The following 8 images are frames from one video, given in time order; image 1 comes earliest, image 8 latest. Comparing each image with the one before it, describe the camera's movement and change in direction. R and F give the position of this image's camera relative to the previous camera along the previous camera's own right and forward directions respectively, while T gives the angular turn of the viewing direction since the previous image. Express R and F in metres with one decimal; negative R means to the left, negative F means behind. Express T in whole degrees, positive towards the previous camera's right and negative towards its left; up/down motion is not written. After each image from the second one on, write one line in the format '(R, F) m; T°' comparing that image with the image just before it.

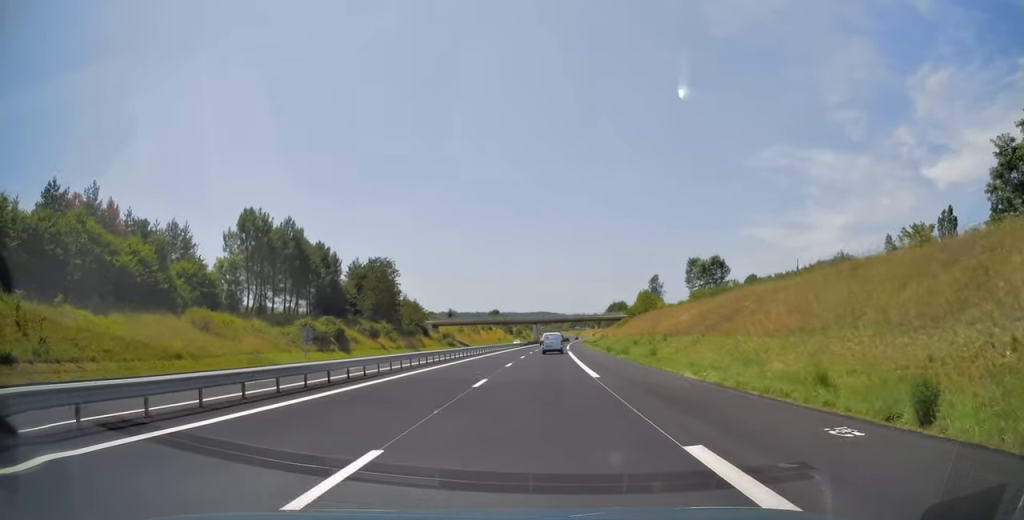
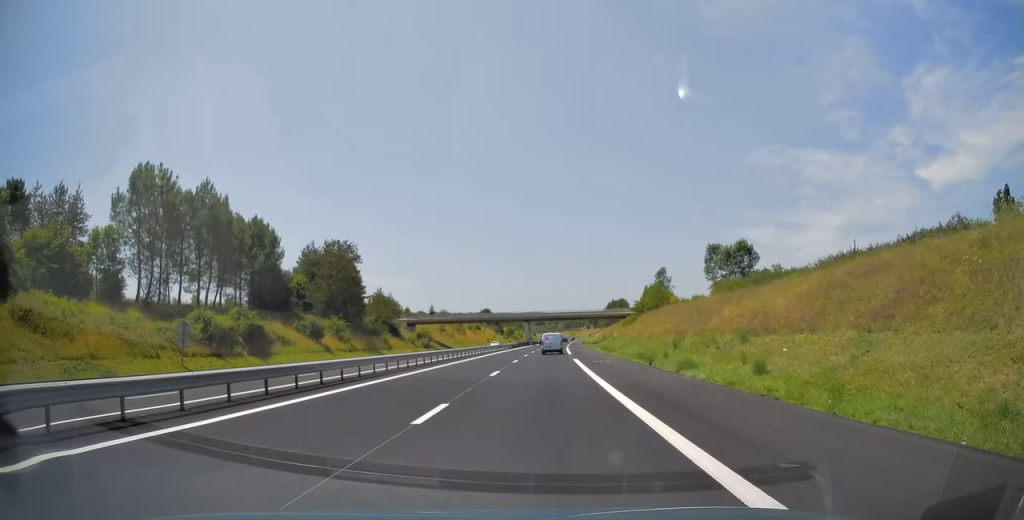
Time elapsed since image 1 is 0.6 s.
(+0.1, +20.6) m; 0°
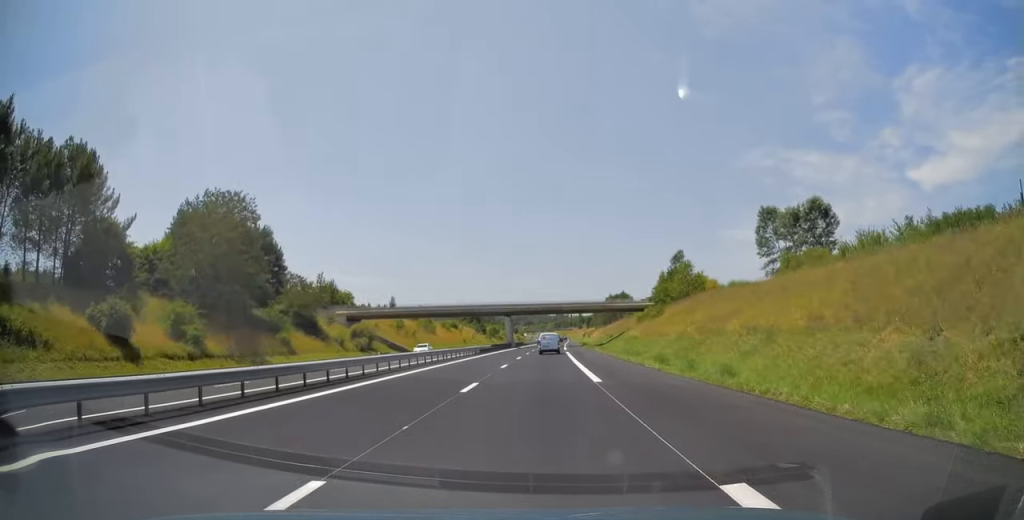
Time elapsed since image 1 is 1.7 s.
(+0.2, +33.1) m; +1°
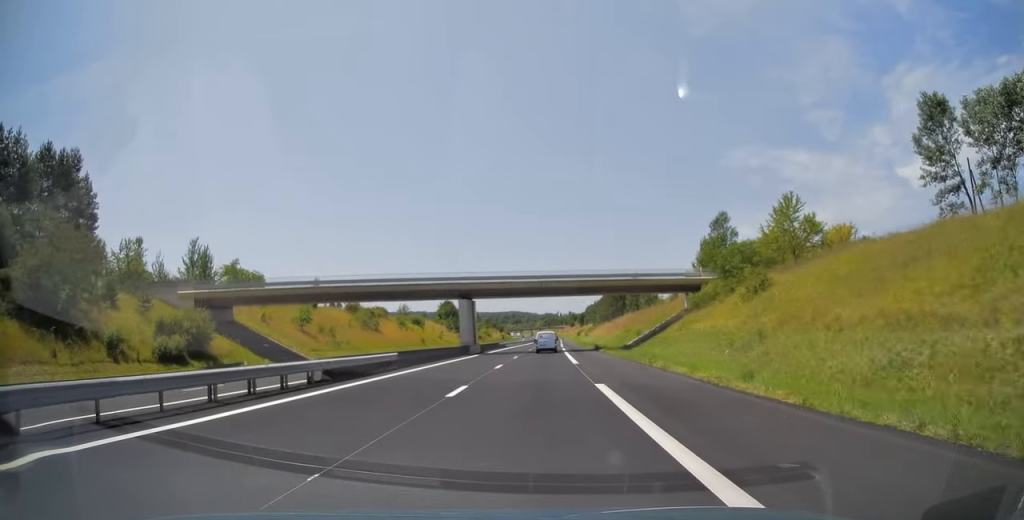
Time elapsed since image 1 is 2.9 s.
(+0.5, +40.7) m; +2°
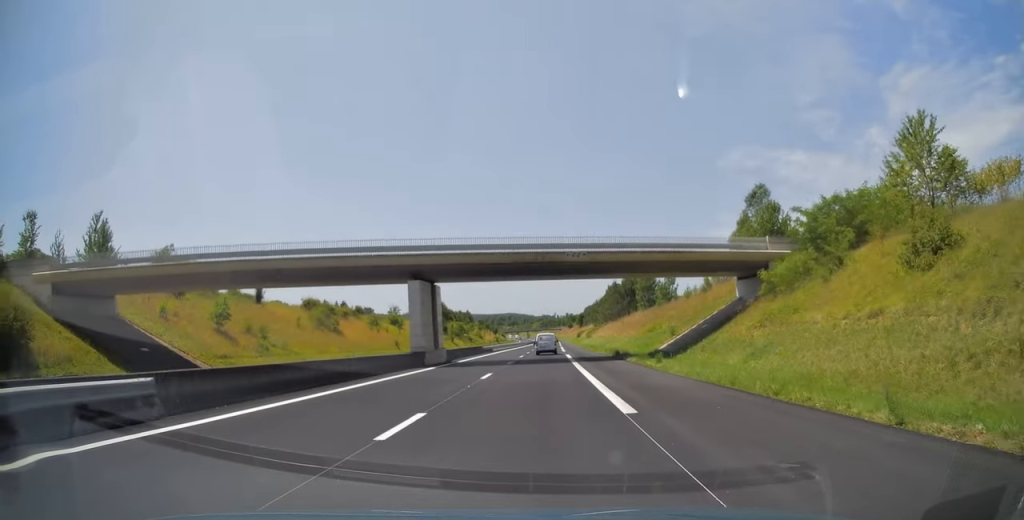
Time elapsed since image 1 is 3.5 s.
(+0.2, +18.9) m; 0°
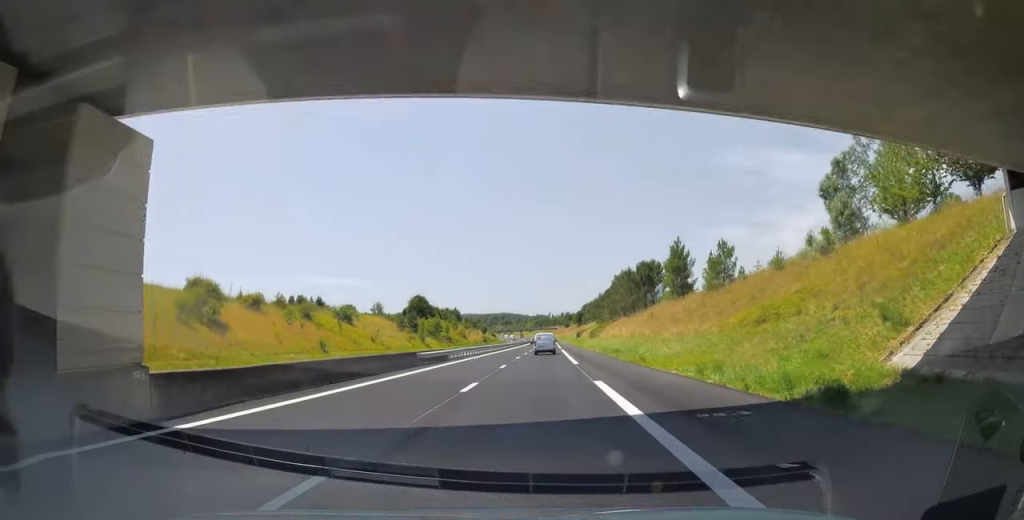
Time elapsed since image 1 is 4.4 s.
(+0.1, +31.2) m; 0°
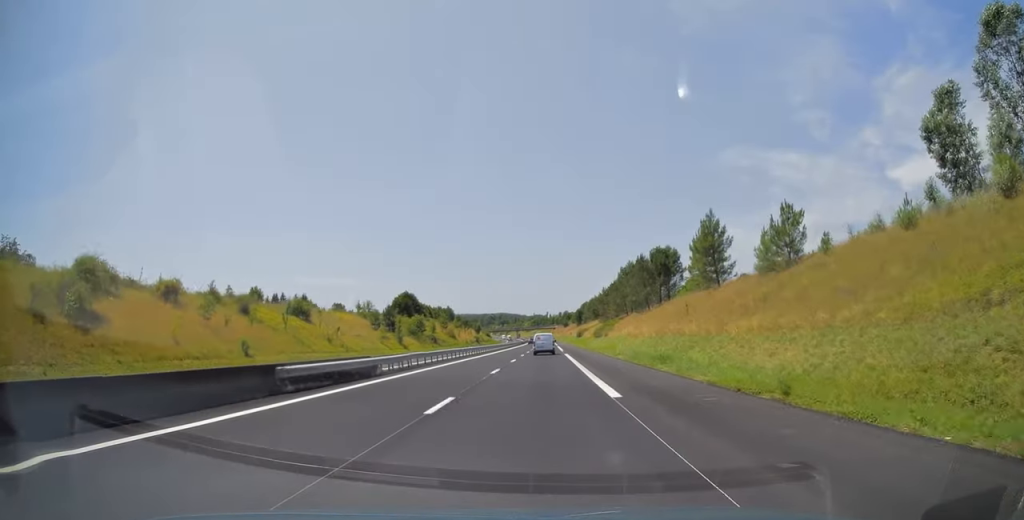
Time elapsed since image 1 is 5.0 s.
(-0.2, +17.8) m; 0°
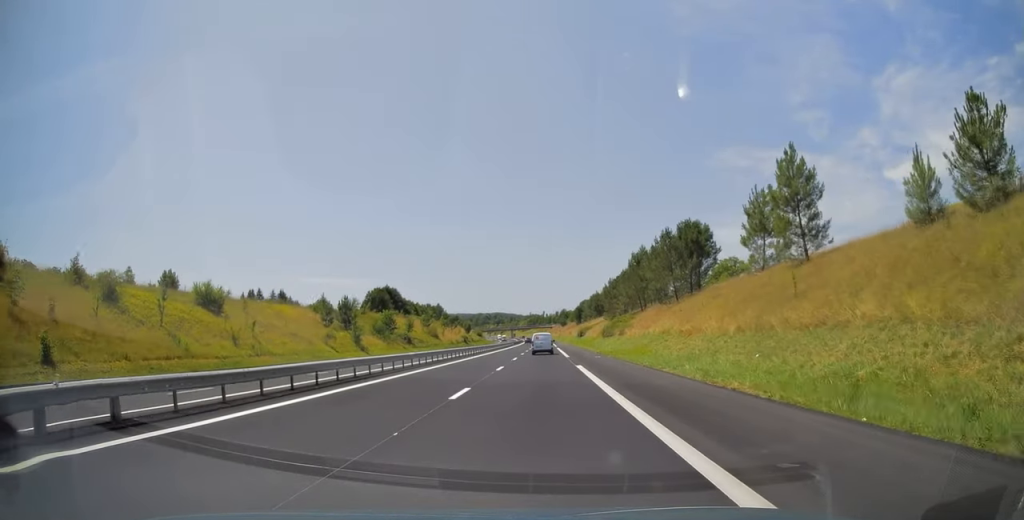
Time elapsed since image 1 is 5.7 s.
(+0.3, +23.2) m; +1°
